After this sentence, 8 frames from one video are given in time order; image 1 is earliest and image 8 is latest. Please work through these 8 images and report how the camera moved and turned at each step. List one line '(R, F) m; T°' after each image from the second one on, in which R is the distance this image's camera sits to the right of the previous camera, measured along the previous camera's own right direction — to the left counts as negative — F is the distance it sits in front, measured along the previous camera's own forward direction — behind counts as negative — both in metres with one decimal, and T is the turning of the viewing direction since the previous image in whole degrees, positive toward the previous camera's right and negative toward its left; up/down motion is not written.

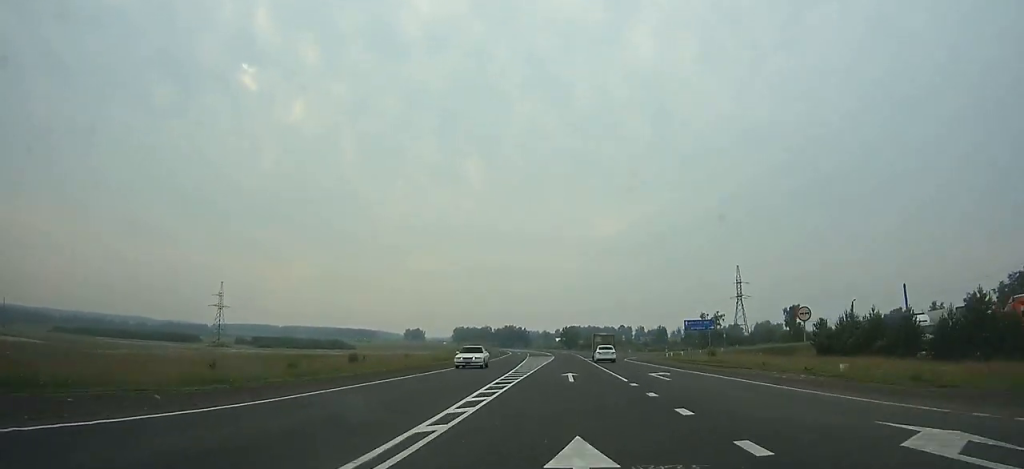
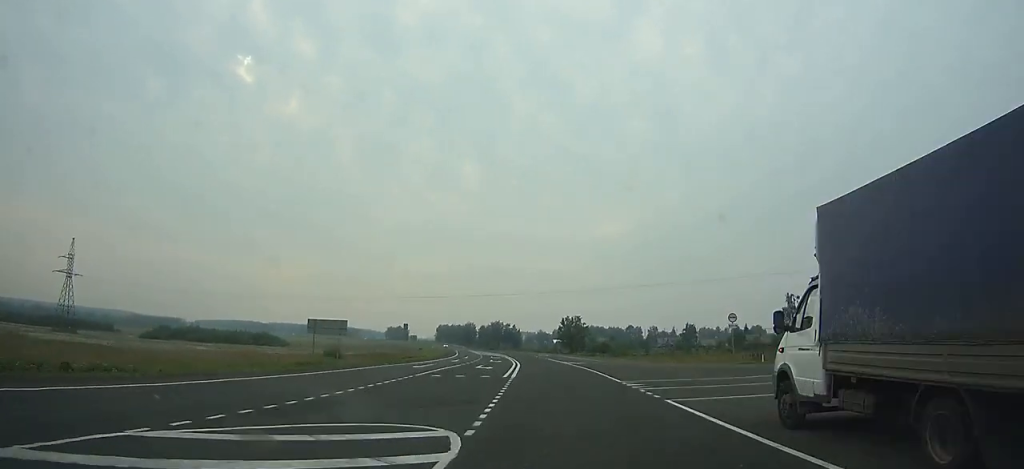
(-0.3, +80.2) m; -2°
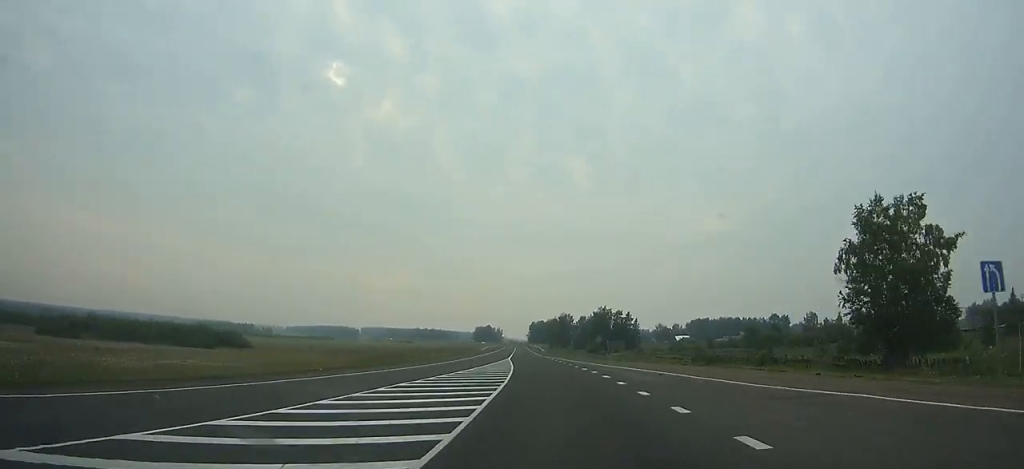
(-5.9, +107.4) m; -8°
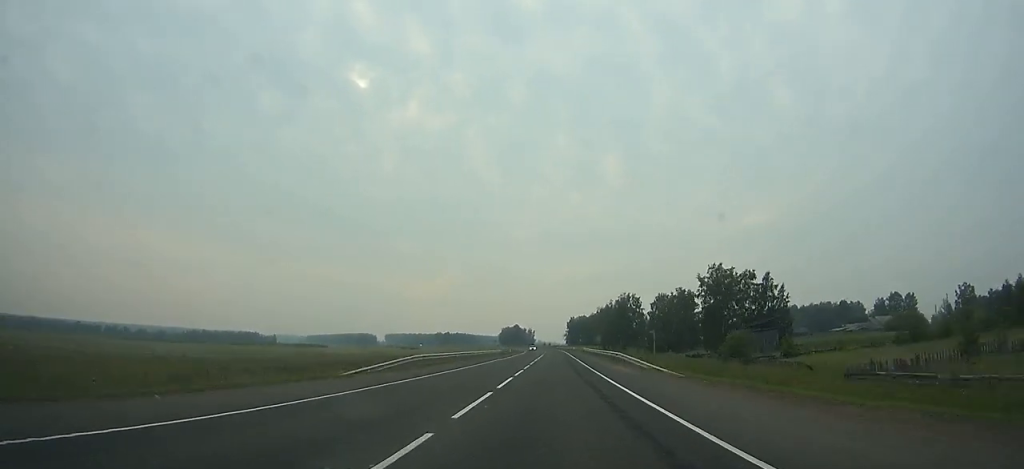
(-5.4, +107.0) m; -4°
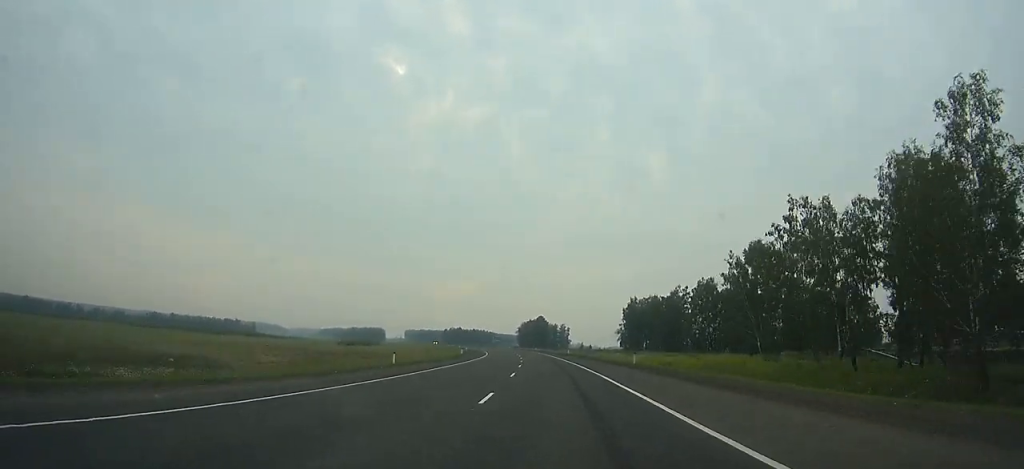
(-4.3, +153.8) m; -5°
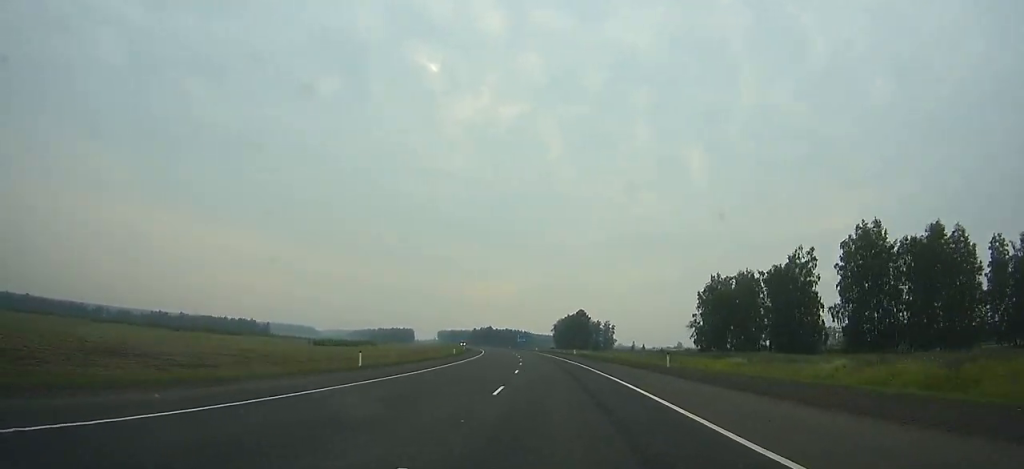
(-1.4, +55.0) m; -4°
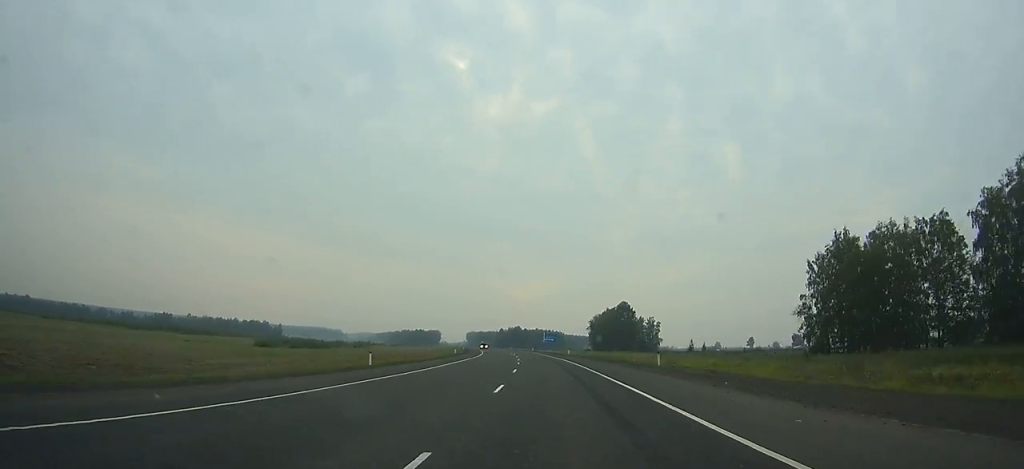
(-1.8, +44.5) m; -3°
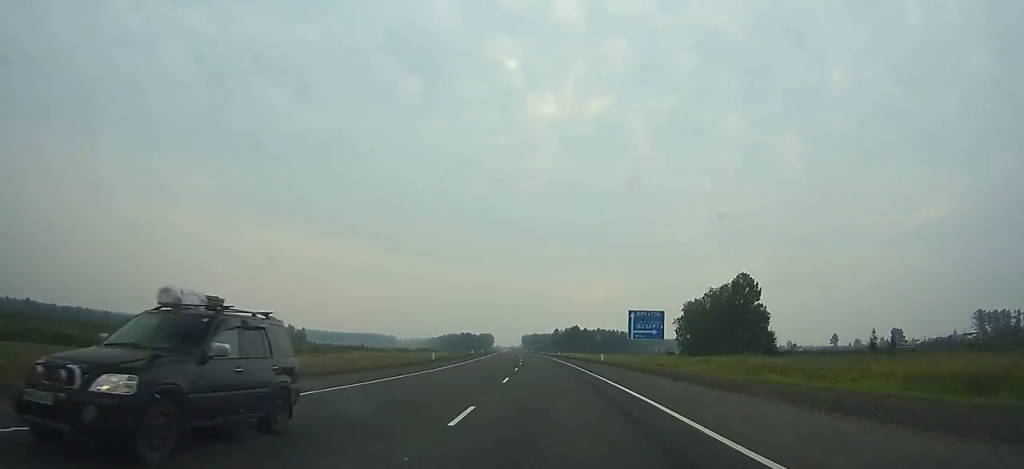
(-3.5, +74.2) m; -5°
